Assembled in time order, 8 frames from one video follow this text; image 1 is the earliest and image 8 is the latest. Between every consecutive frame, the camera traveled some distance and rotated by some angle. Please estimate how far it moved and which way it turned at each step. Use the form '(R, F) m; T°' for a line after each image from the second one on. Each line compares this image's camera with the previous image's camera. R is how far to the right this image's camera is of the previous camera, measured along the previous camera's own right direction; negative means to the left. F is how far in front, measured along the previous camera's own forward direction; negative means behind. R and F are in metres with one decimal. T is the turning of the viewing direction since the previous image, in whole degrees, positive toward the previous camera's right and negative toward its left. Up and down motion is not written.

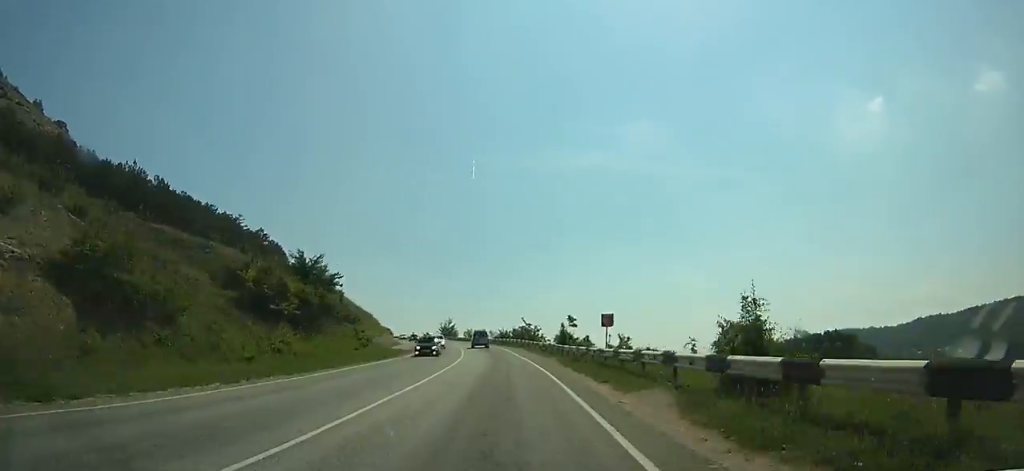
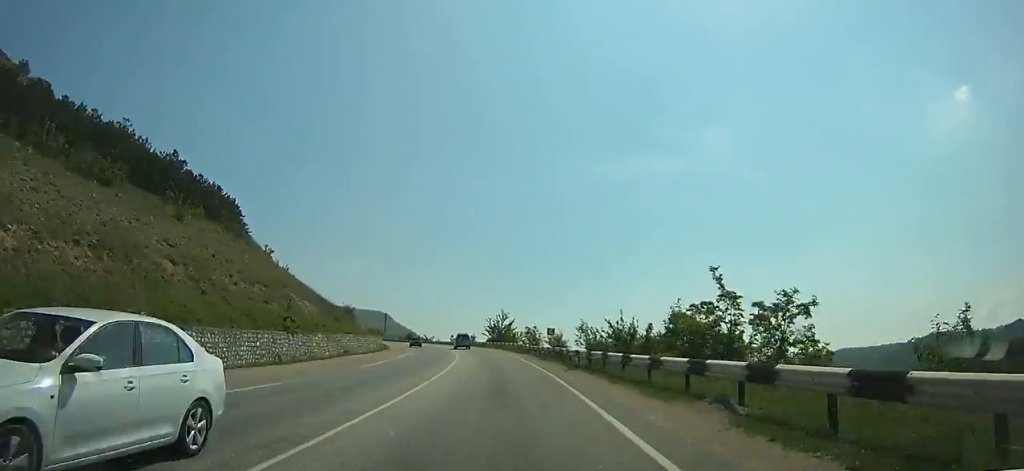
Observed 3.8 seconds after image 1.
(-2.2, +60.6) m; -6°
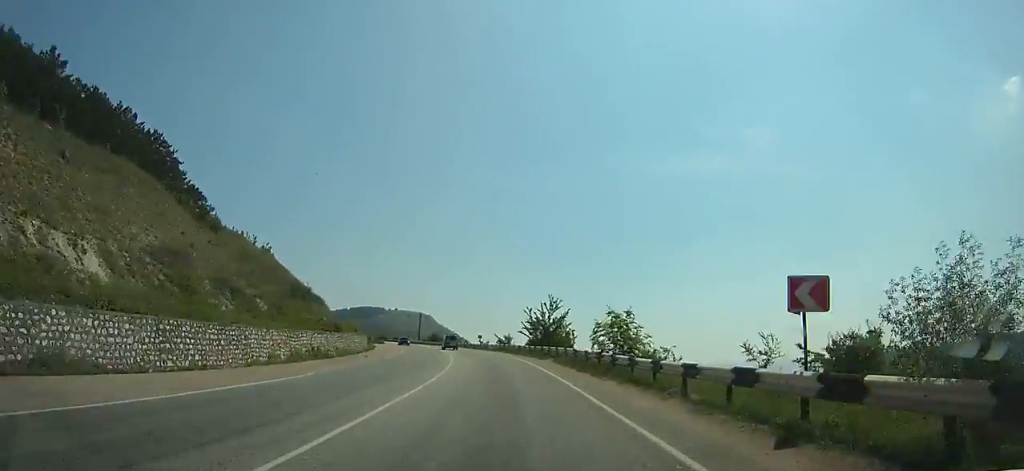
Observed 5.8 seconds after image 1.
(-1.3, +32.0) m; -5°
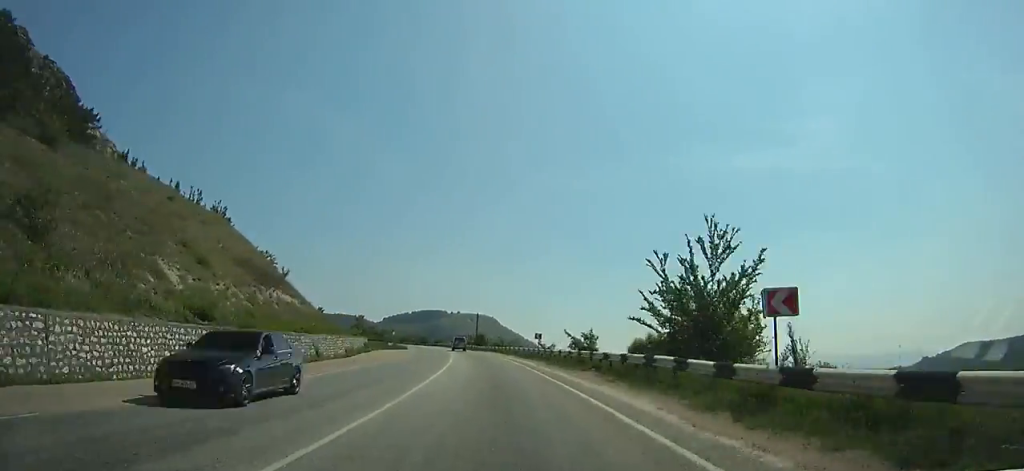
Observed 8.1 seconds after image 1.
(-1.5, +36.8) m; -6°
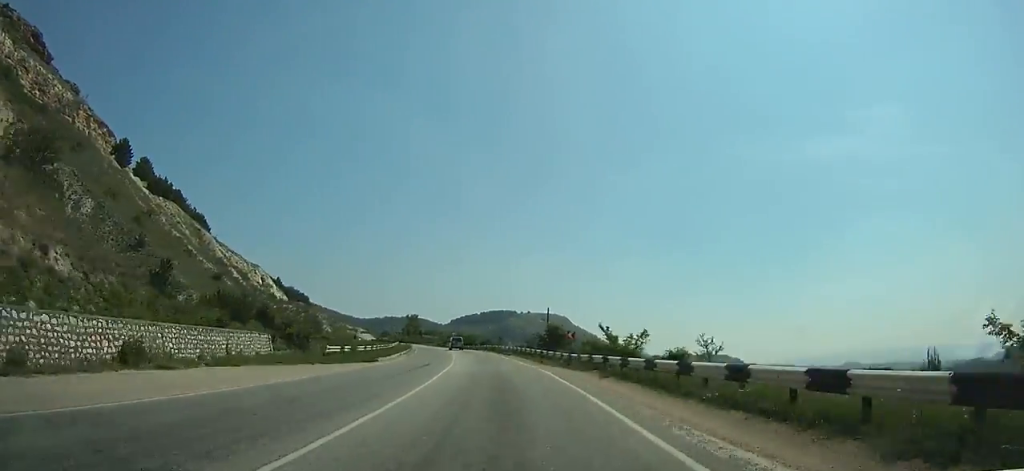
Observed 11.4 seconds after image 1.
(-4.2, +52.9) m; -8°
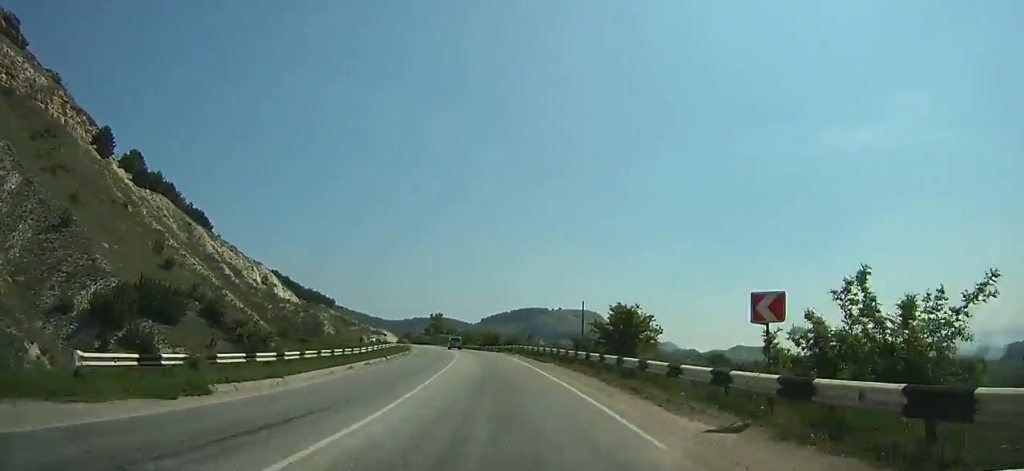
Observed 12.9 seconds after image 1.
(-0.3, +24.2) m; -3°
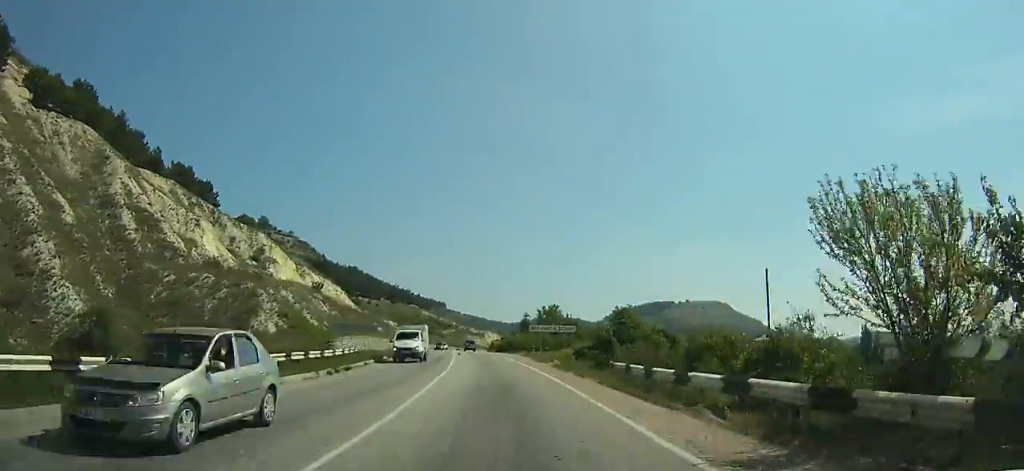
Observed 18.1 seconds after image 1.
(-8.7, +84.0) m; -11°
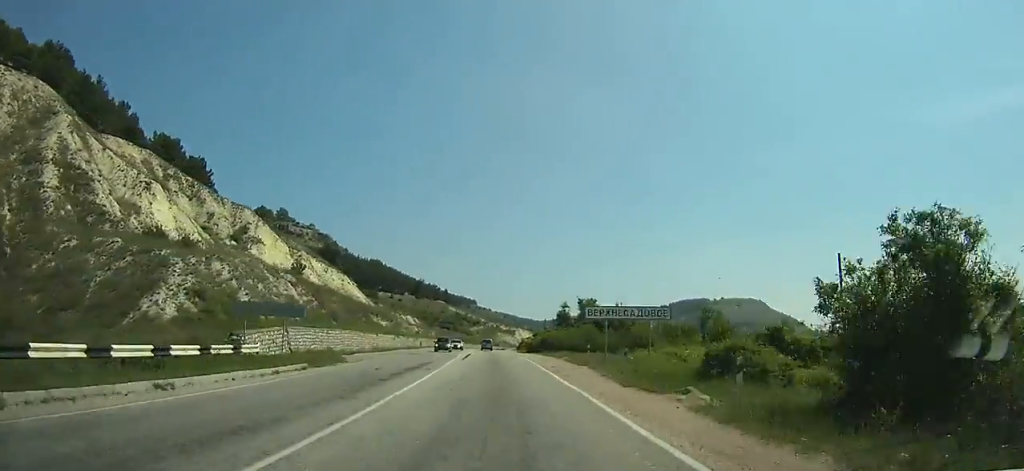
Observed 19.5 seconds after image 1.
(-0.1, +22.9) m; -3°
